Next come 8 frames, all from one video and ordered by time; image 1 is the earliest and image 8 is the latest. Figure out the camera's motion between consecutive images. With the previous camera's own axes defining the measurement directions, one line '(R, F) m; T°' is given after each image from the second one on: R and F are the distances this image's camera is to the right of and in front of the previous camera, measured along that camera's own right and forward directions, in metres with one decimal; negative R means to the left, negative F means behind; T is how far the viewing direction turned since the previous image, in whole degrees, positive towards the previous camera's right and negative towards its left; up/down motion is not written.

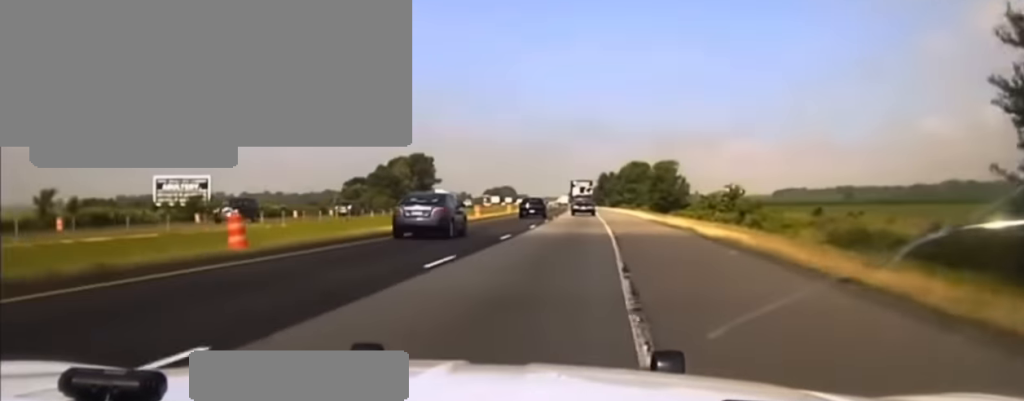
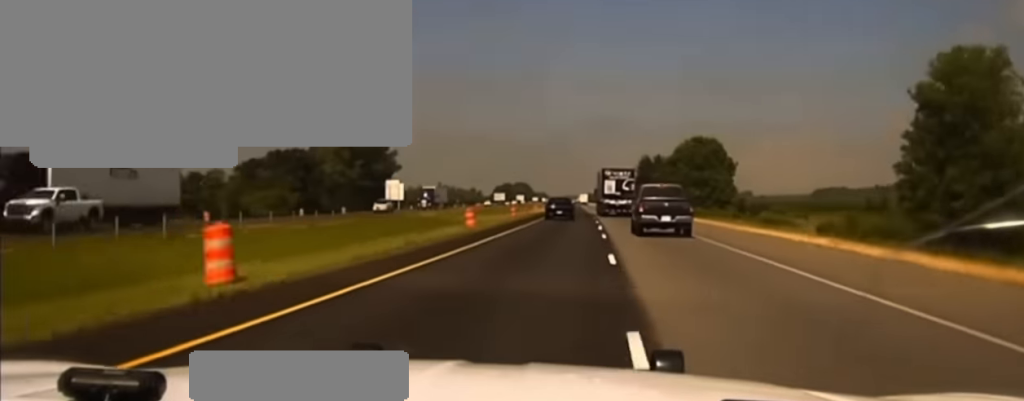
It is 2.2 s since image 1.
(-2.3, +110.2) m; -1°
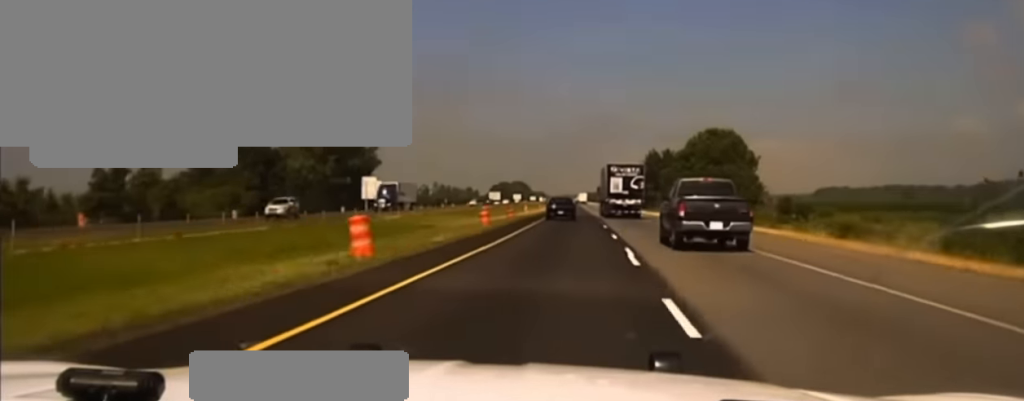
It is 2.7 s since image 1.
(0.0, +23.8) m; 0°
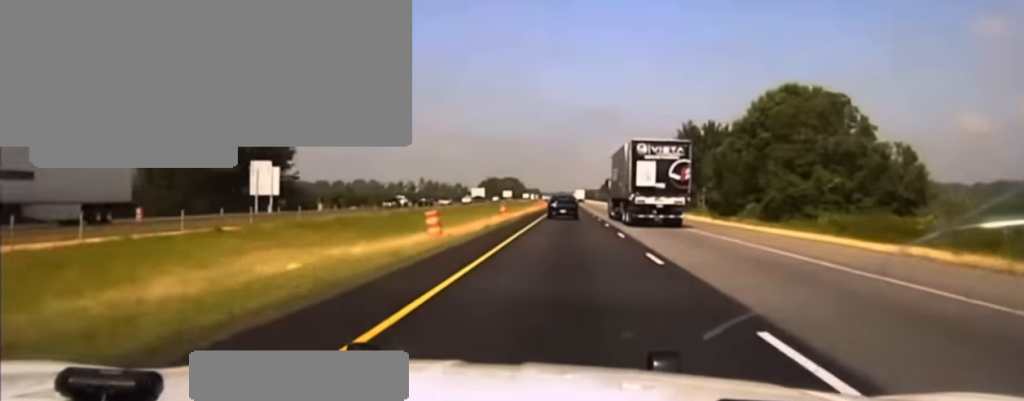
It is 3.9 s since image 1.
(+0.1, +60.1) m; 0°
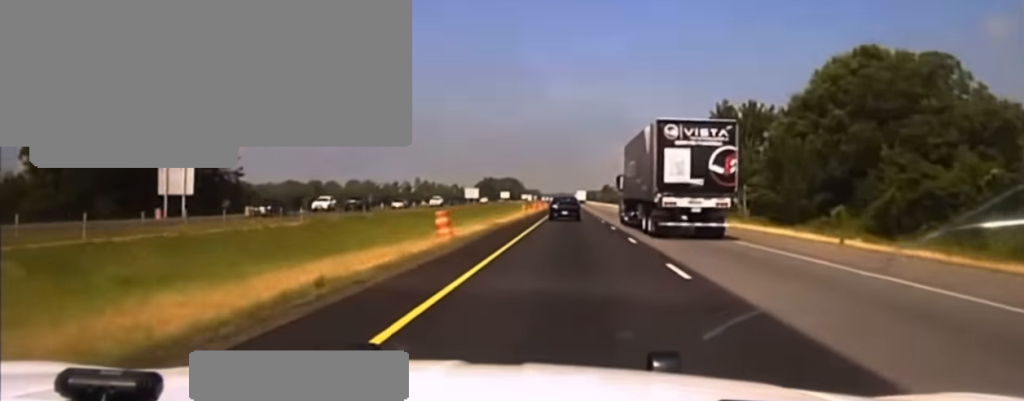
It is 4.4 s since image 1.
(0.0, +27.8) m; 0°
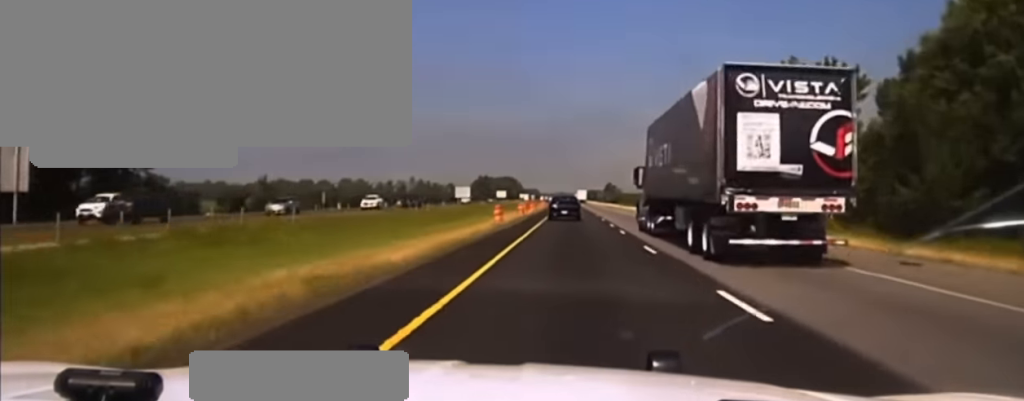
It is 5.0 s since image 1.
(-0.1, +29.8) m; 0°
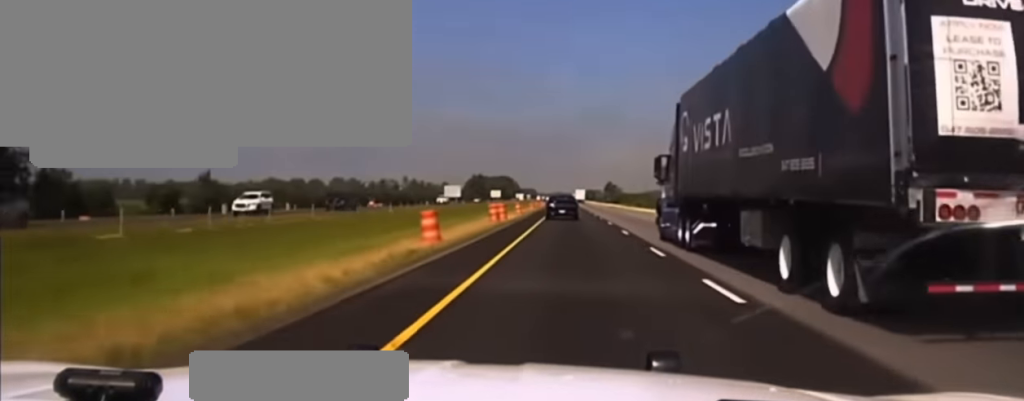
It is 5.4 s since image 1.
(0.0, +22.9) m; 0°
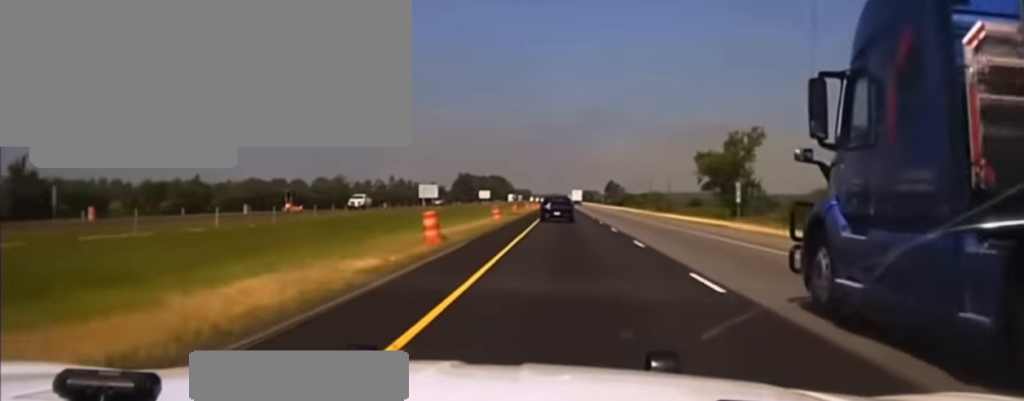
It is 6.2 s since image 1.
(+0.4, +44.3) m; 0°
